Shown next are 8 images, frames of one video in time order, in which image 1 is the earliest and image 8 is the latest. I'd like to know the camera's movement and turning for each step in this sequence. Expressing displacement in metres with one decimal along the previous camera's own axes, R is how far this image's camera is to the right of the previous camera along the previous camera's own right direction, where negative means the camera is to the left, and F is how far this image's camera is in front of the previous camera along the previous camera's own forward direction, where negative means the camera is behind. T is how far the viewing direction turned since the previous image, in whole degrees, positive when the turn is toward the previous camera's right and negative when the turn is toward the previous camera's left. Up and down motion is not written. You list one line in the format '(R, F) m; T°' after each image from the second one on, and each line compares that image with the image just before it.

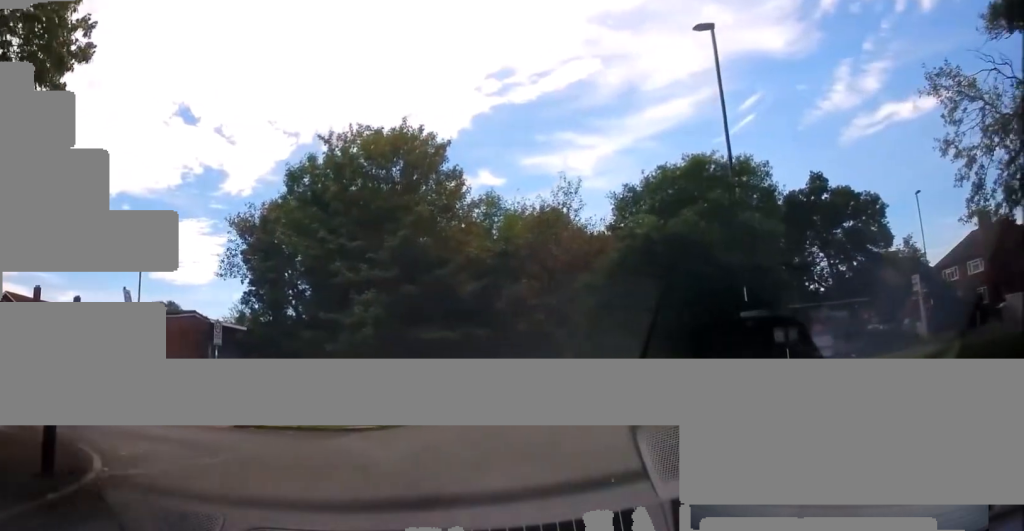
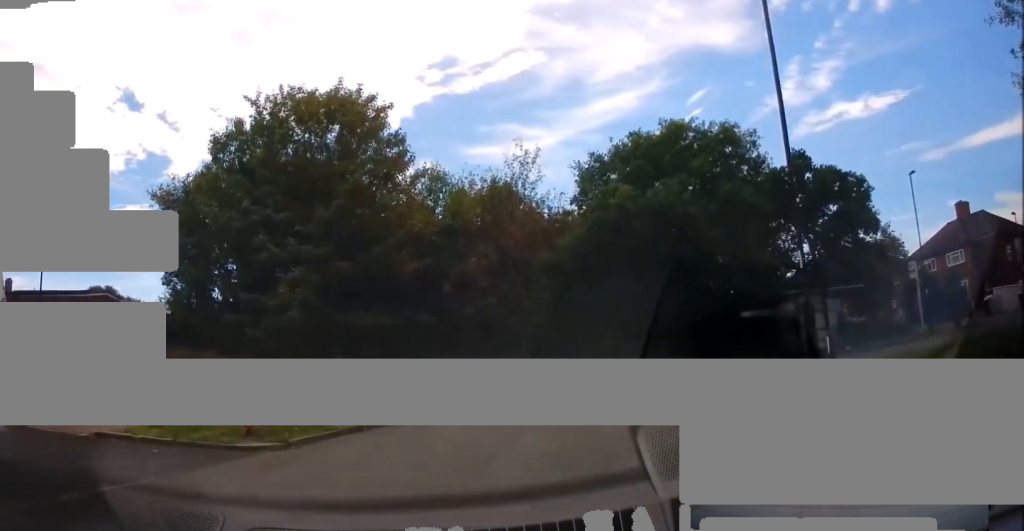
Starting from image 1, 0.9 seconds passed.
(+0.5, +4.1) m; +8°
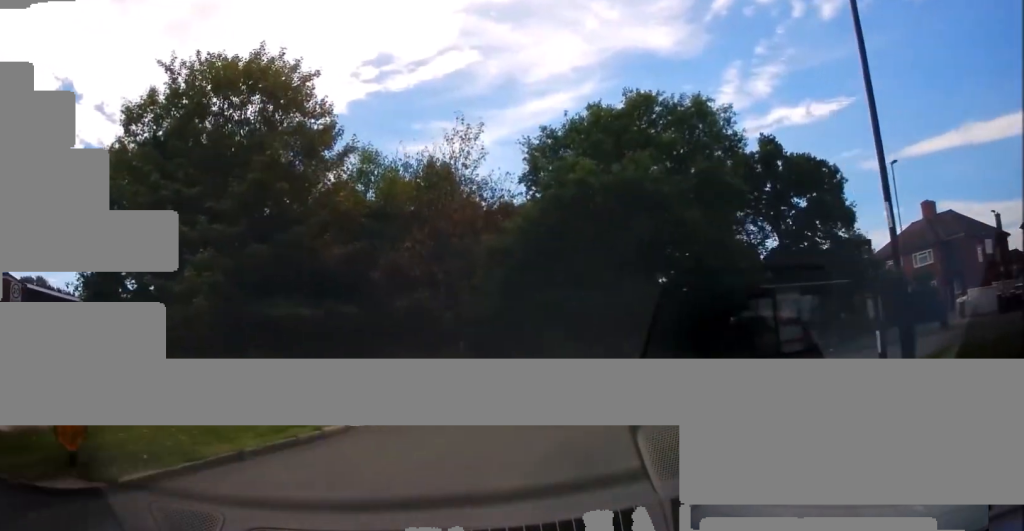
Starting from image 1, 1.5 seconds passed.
(+0.1, +2.9) m; +4°
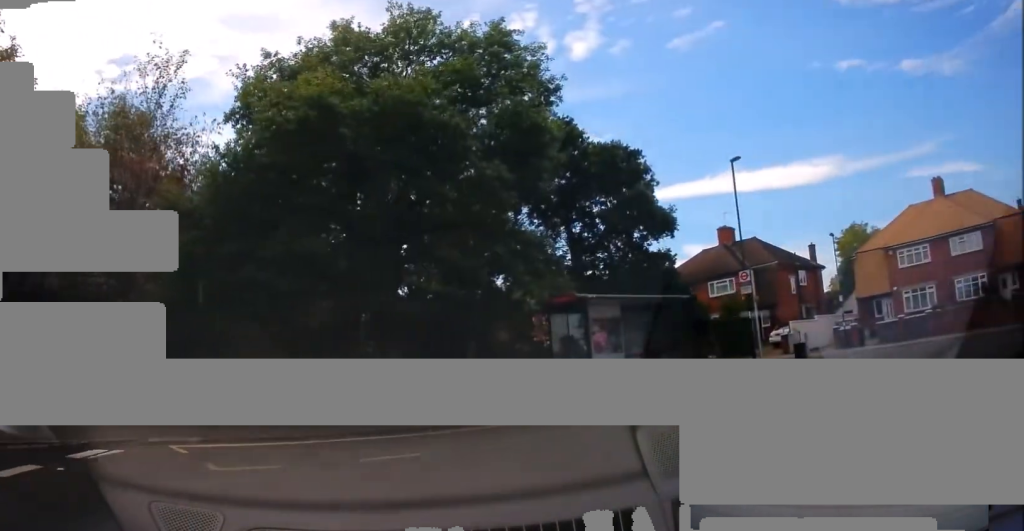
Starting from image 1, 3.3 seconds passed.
(+0.7, +8.2) m; +17°
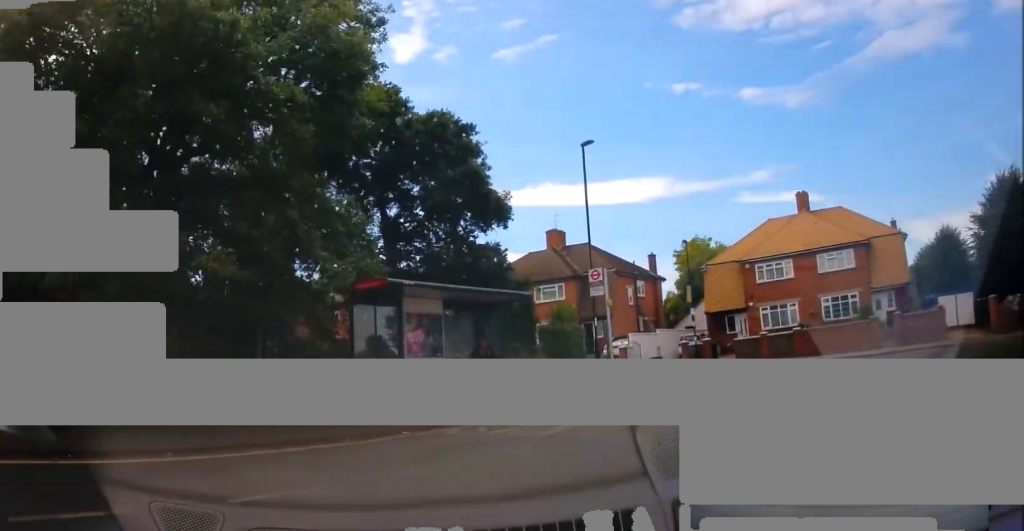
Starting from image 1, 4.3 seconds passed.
(+0.5, +3.8) m; +19°
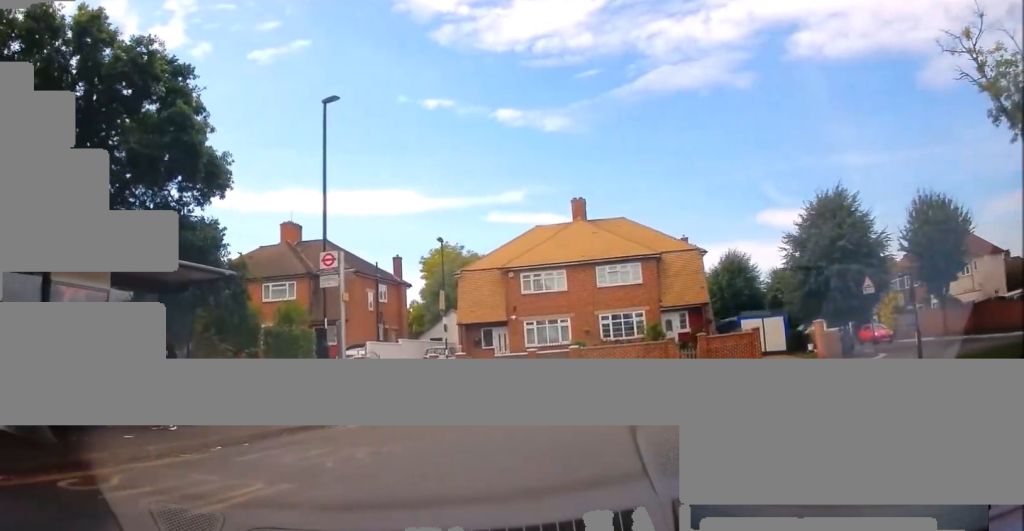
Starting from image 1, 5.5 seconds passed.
(+1.1, +4.5) m; +23°
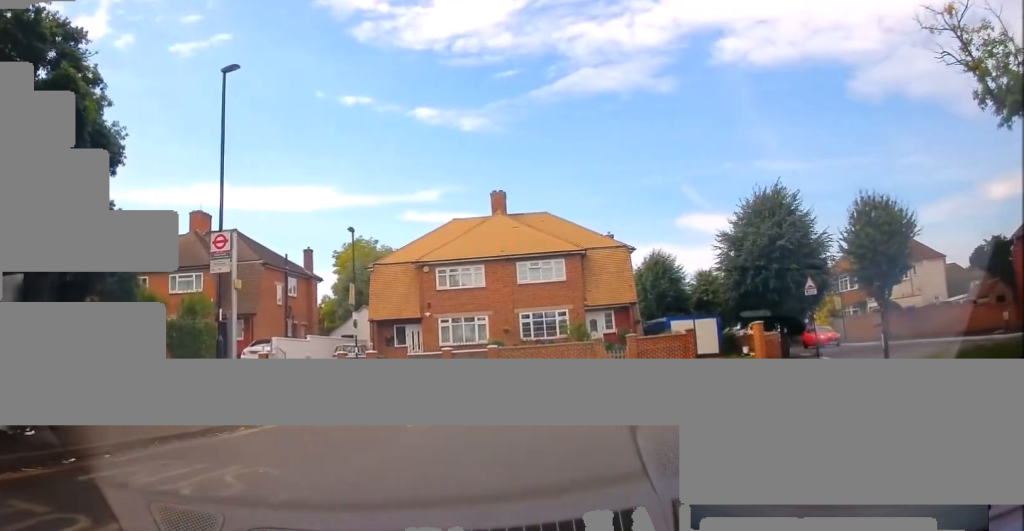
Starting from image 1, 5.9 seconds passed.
(+0.1, +1.6) m; +7°
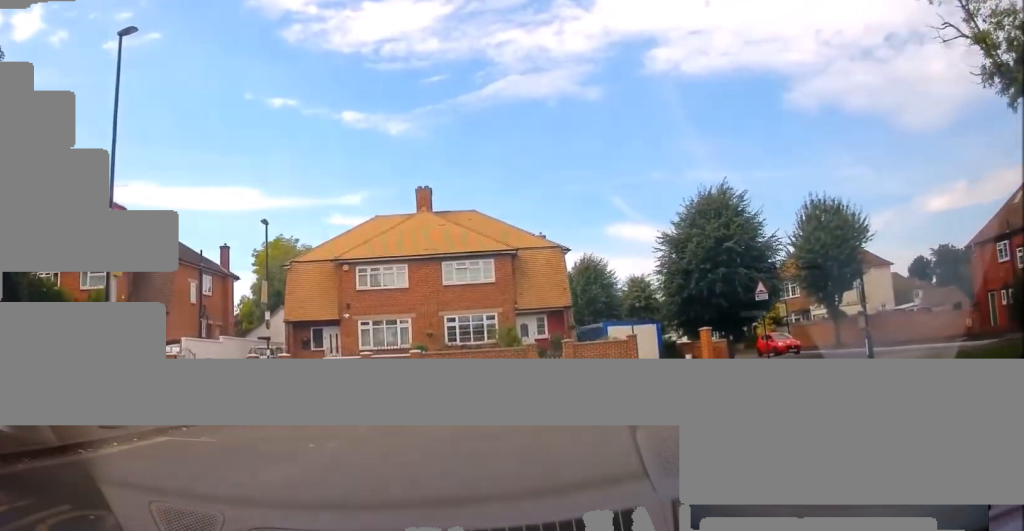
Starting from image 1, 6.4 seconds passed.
(+0.1, +1.9) m; +7°
